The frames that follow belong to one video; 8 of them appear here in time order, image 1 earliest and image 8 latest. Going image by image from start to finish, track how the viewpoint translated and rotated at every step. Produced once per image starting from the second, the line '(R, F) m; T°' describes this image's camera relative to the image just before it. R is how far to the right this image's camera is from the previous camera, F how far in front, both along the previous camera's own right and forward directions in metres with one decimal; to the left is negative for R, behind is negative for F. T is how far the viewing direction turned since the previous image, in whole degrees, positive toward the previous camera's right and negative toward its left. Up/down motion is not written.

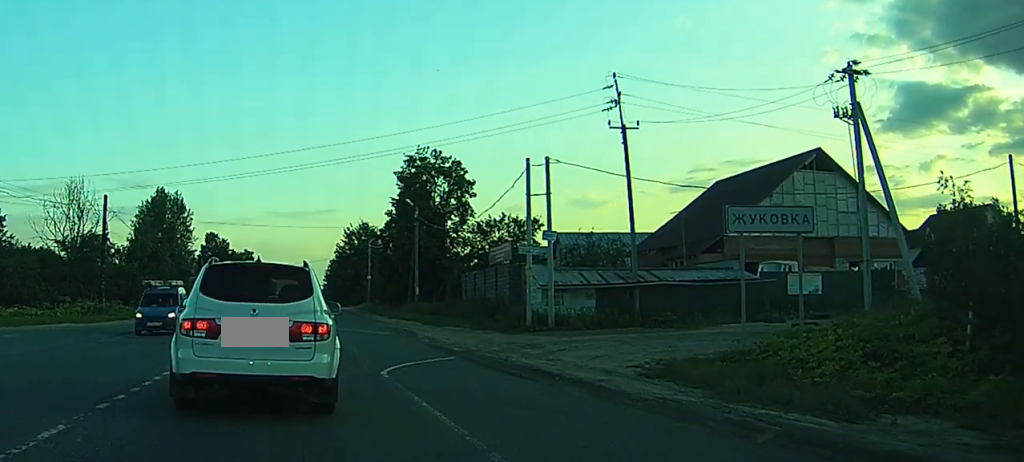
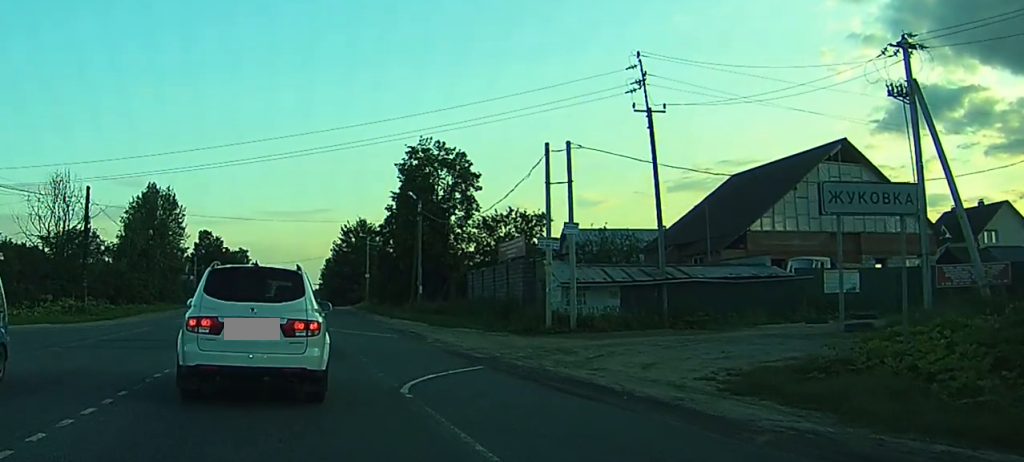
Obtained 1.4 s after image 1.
(+0.1, +3.5) m; +4°
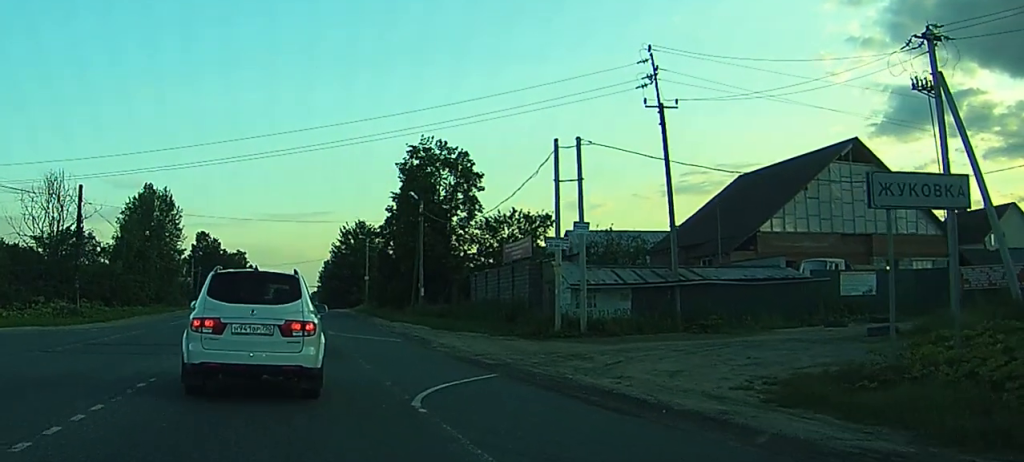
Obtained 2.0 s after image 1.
(0.0, +1.6) m; 0°
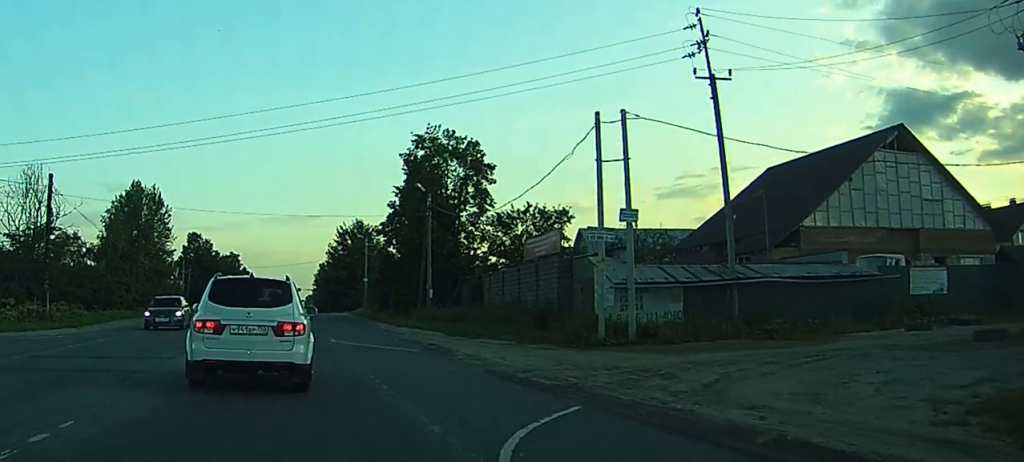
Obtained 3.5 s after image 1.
(-0.4, +5.1) m; -7°
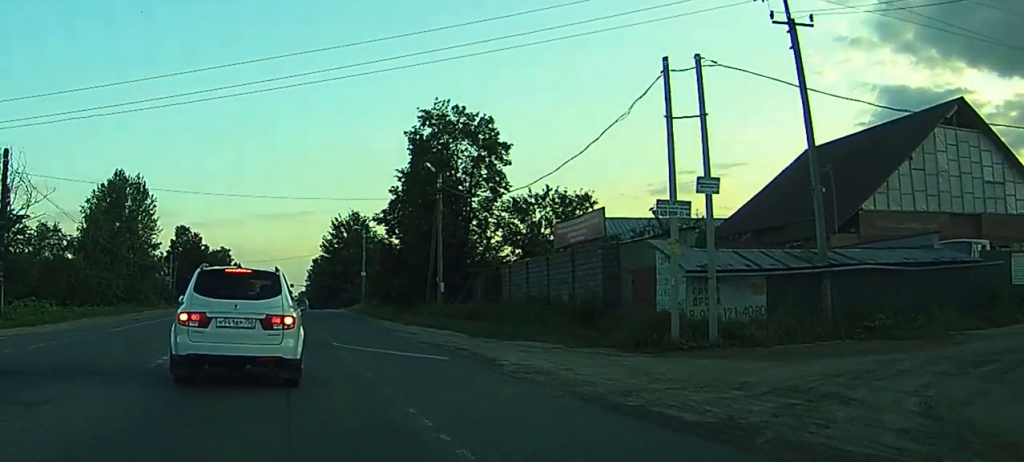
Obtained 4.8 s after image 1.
(-0.2, +5.1) m; -2°
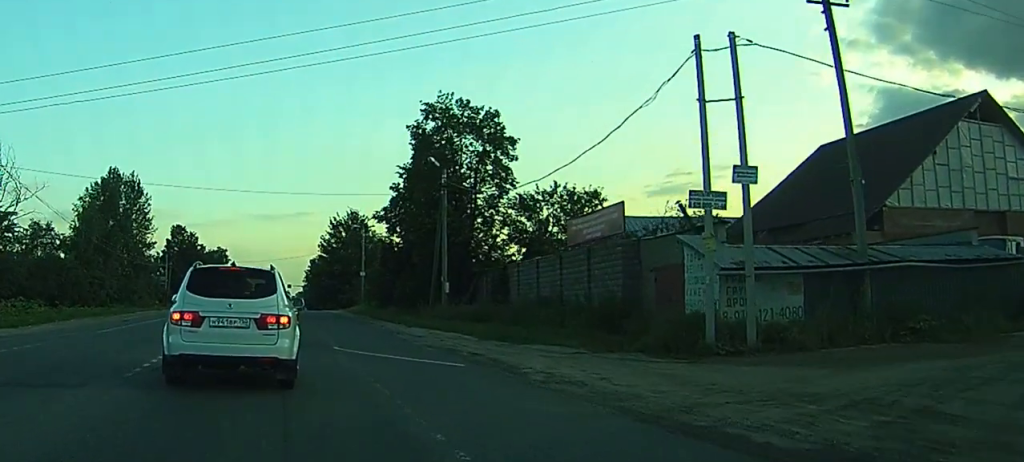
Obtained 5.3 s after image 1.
(0.0, +1.8) m; 0°
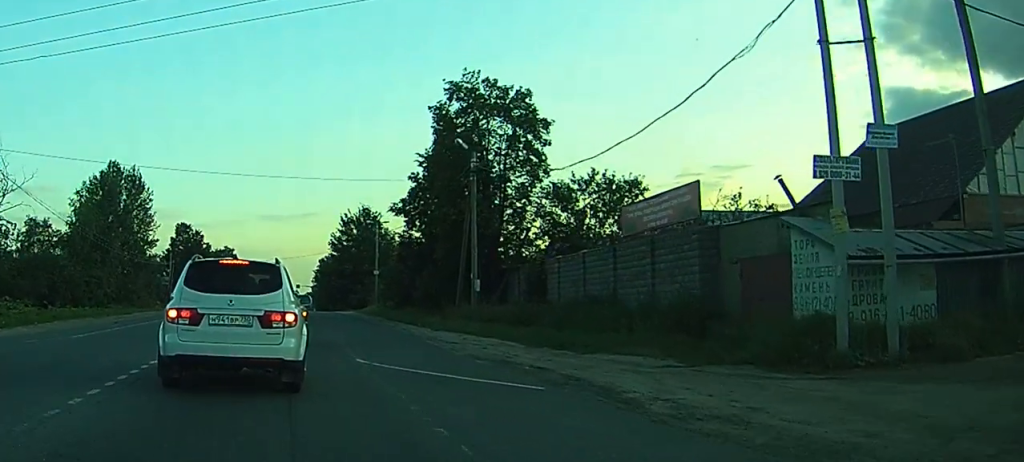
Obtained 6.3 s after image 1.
(0.0, +4.4) m; 0°
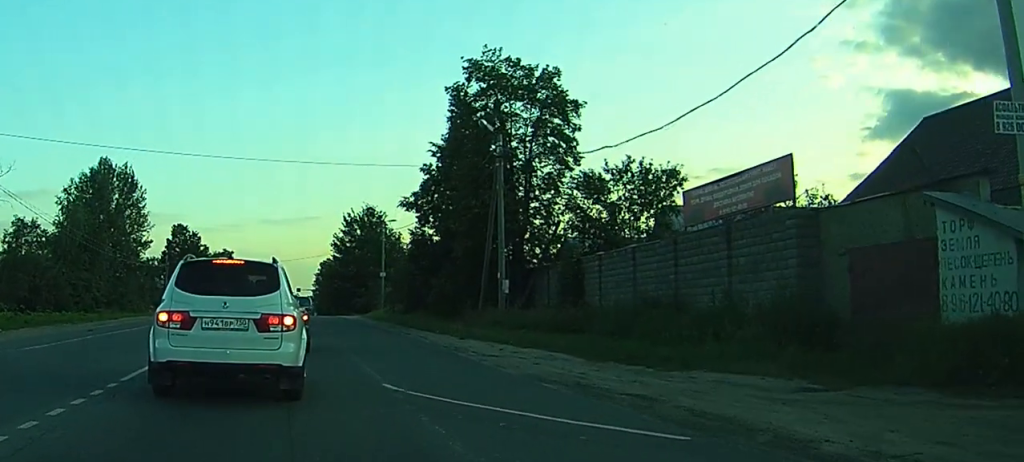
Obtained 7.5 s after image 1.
(0.0, +4.7) m; -2°
